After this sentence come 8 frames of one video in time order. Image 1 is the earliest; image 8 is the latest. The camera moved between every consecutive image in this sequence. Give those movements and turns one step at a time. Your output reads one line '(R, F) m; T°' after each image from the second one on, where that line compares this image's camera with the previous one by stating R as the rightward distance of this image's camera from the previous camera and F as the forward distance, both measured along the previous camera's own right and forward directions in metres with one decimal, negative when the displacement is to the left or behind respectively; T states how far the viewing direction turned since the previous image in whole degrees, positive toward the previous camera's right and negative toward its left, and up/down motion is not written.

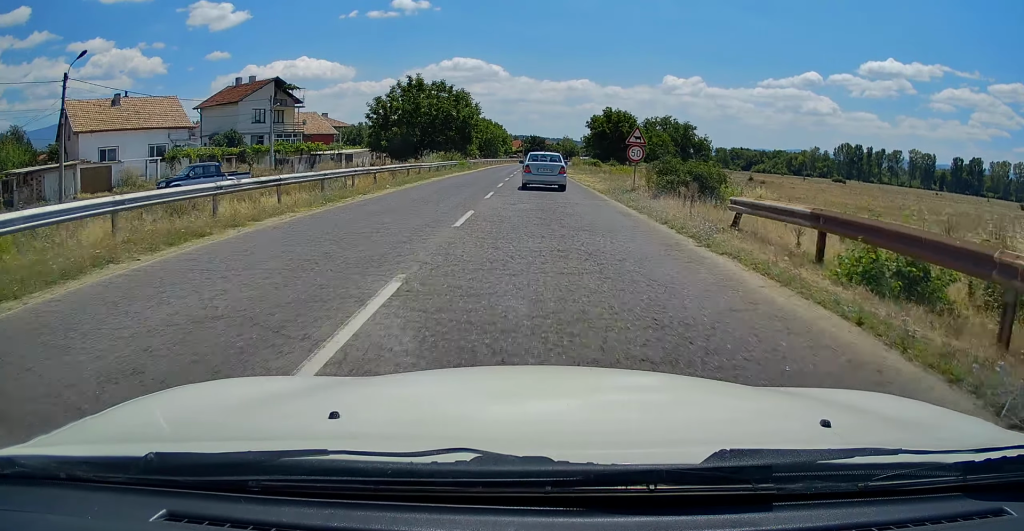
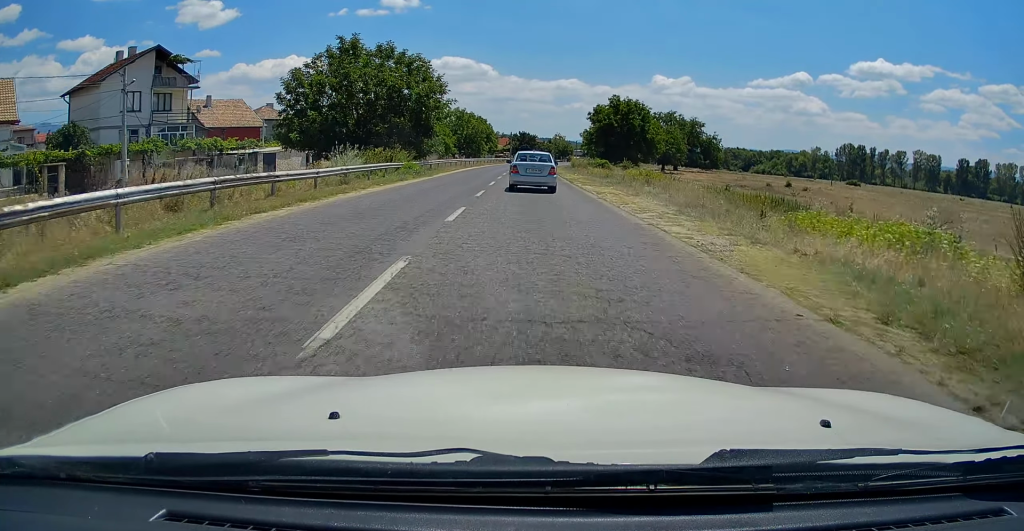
(+0.1, +22.2) m; 0°
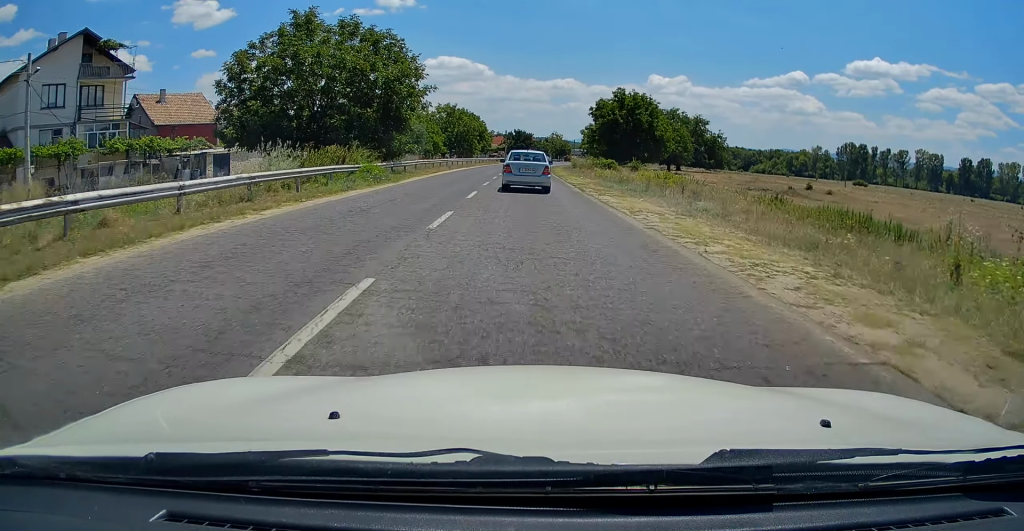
(-0.1, +8.5) m; 0°
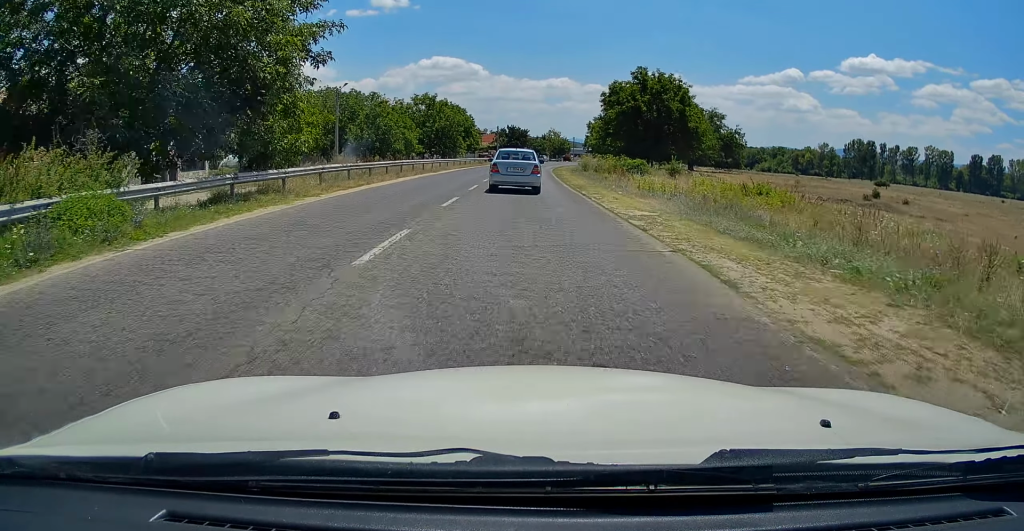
(+0.3, +19.2) m; +2°
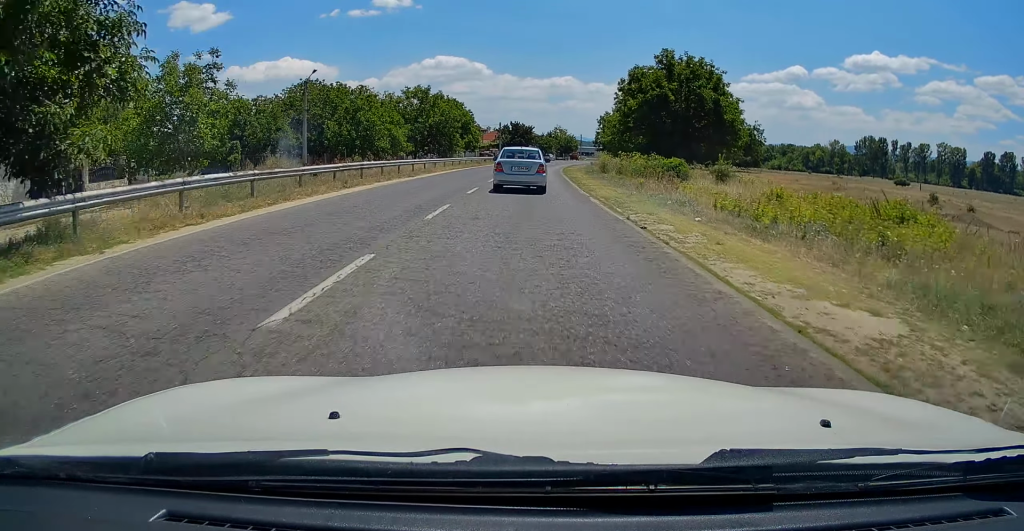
(+0.1, +10.7) m; 0°
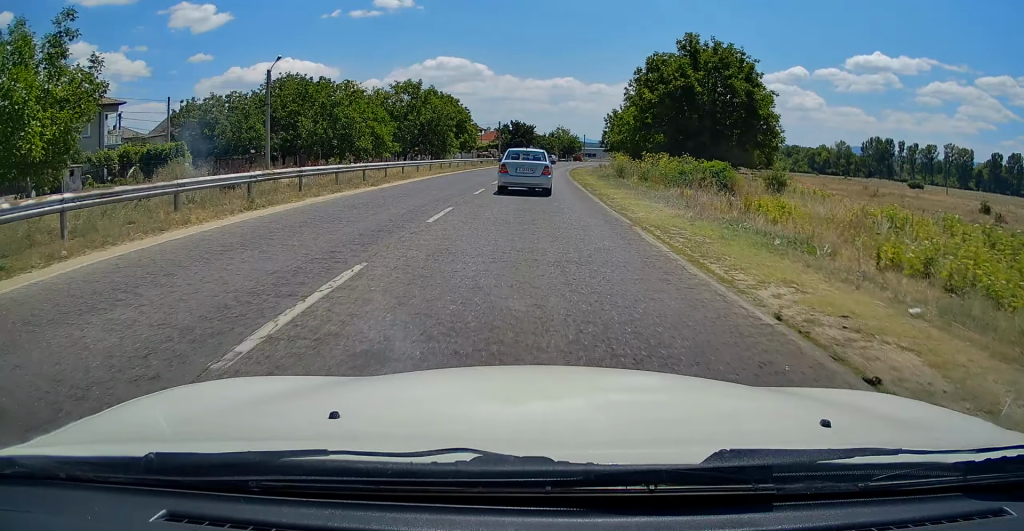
(+0.1, +7.8) m; 0°
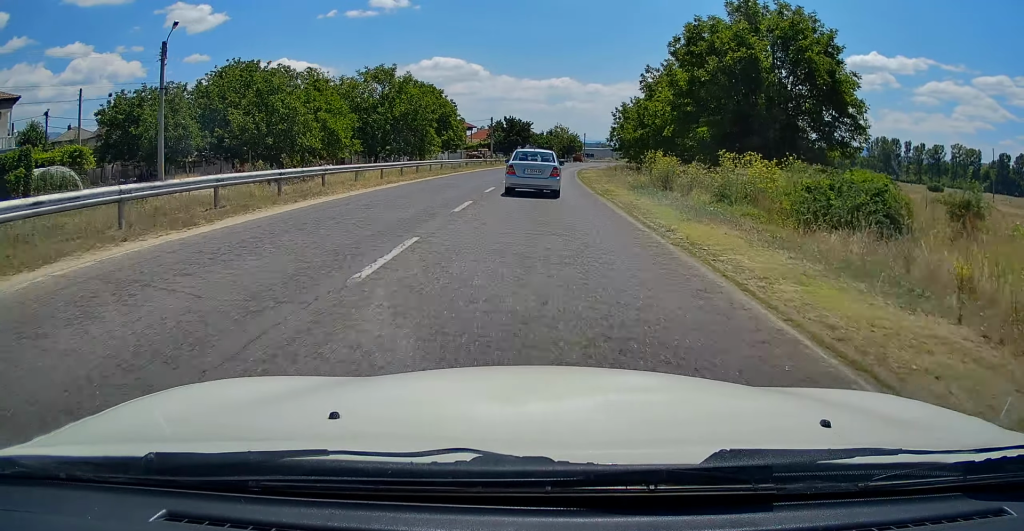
(-0.2, +13.9) m; -1°
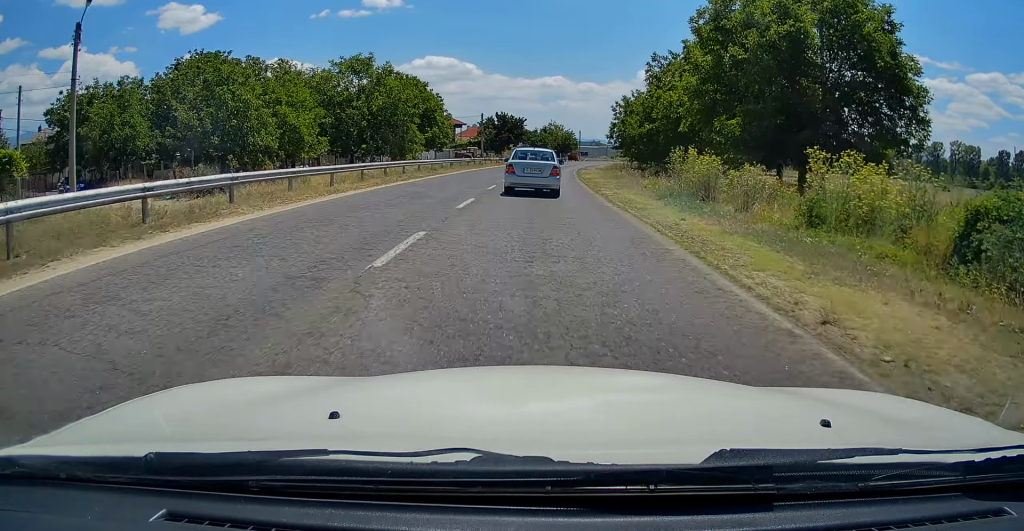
(0.0, +7.2) m; 0°
